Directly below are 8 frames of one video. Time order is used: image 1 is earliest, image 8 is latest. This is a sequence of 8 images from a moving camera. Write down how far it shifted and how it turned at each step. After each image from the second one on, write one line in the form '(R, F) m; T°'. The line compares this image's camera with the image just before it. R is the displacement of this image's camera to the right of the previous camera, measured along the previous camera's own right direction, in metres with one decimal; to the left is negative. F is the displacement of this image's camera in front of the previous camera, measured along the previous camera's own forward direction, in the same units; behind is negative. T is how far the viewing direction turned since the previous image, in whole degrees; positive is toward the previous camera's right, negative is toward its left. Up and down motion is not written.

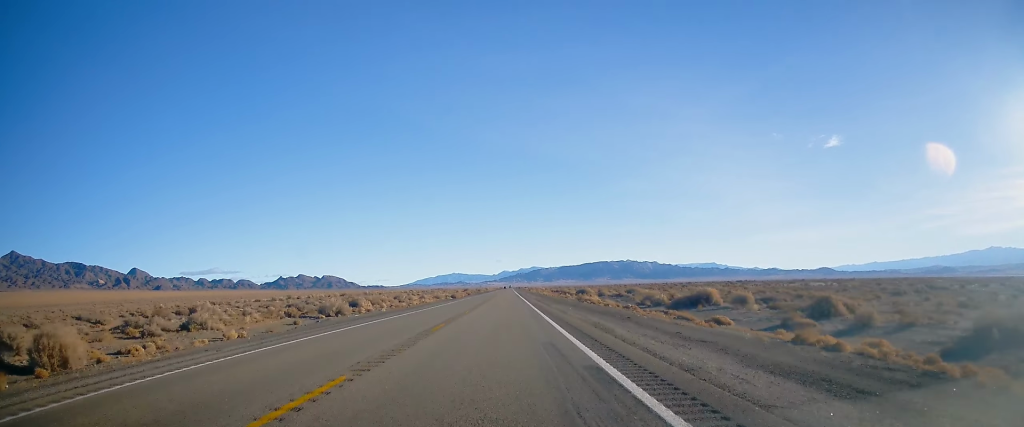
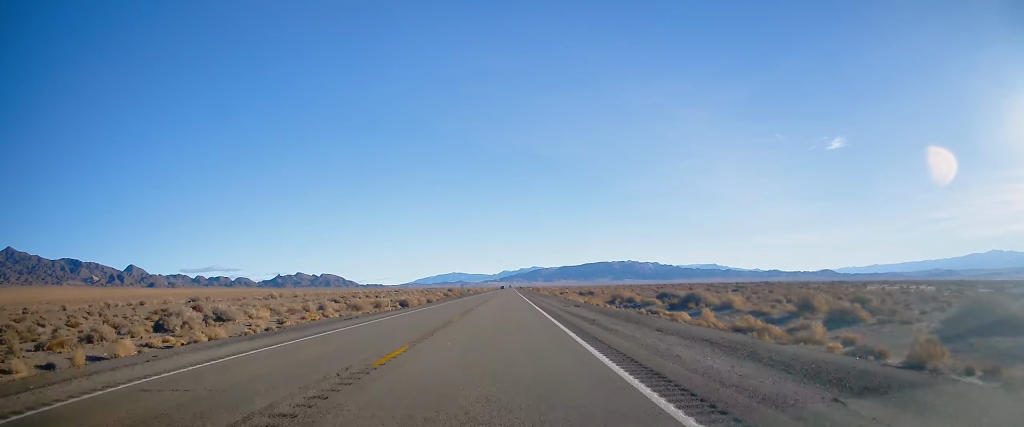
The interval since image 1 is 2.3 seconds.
(-0.8, +80.6) m; 0°
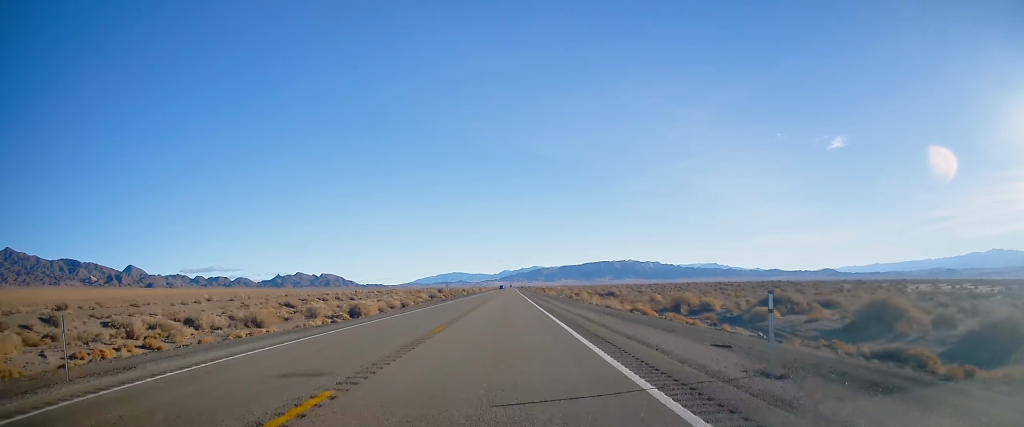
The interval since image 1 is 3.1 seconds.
(+0.1, +29.7) m; -1°
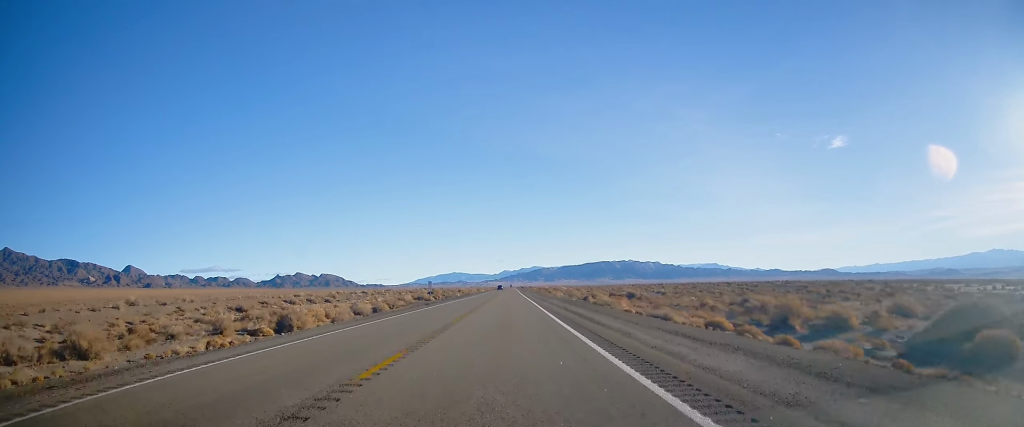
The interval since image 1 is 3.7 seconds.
(-0.2, +20.3) m; 0°
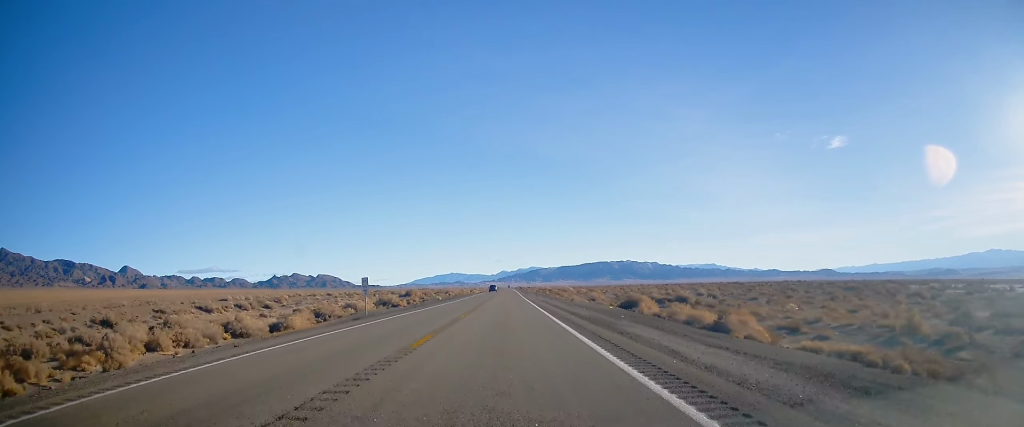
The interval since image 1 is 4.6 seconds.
(0.0, +32.2) m; 0°
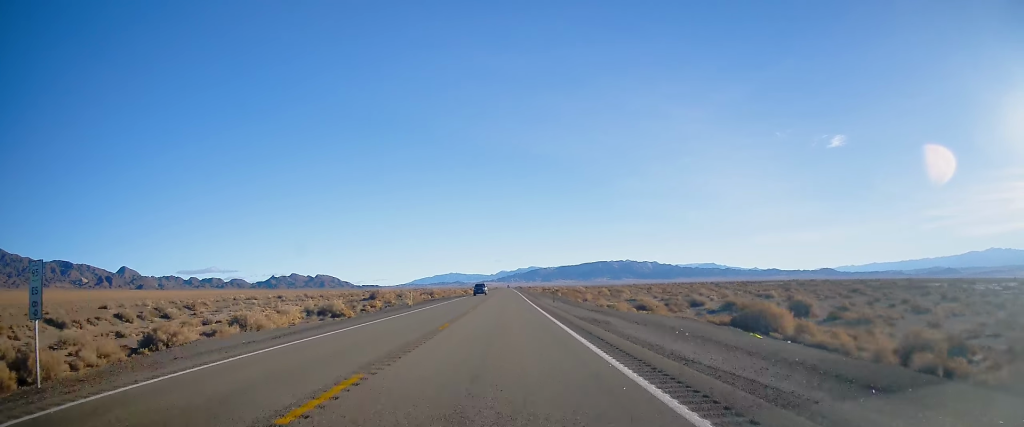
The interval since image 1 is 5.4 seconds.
(+0.2, +31.1) m; +1°
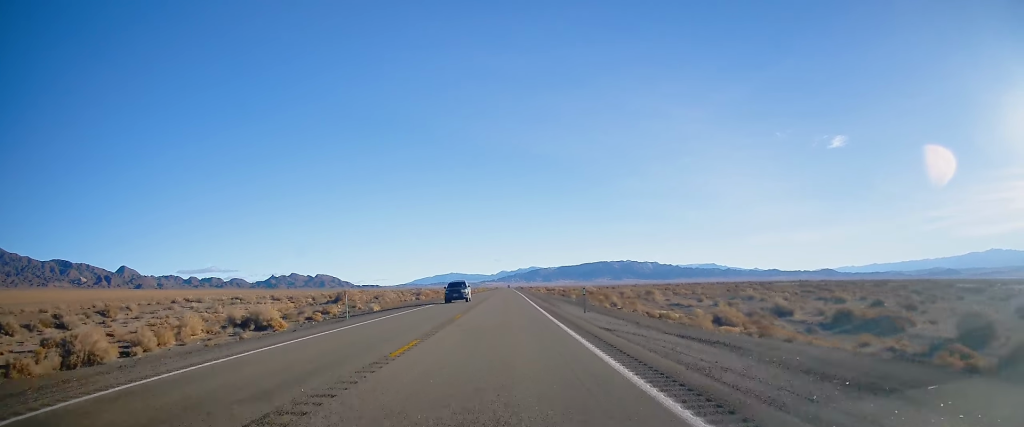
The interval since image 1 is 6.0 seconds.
(+0.1, +19.2) m; 0°
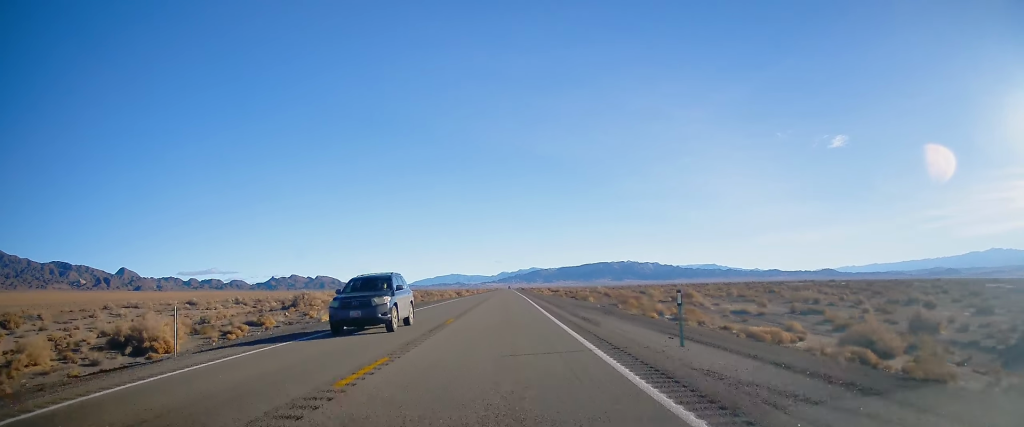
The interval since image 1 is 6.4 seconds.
(0.0, +15.5) m; 0°
